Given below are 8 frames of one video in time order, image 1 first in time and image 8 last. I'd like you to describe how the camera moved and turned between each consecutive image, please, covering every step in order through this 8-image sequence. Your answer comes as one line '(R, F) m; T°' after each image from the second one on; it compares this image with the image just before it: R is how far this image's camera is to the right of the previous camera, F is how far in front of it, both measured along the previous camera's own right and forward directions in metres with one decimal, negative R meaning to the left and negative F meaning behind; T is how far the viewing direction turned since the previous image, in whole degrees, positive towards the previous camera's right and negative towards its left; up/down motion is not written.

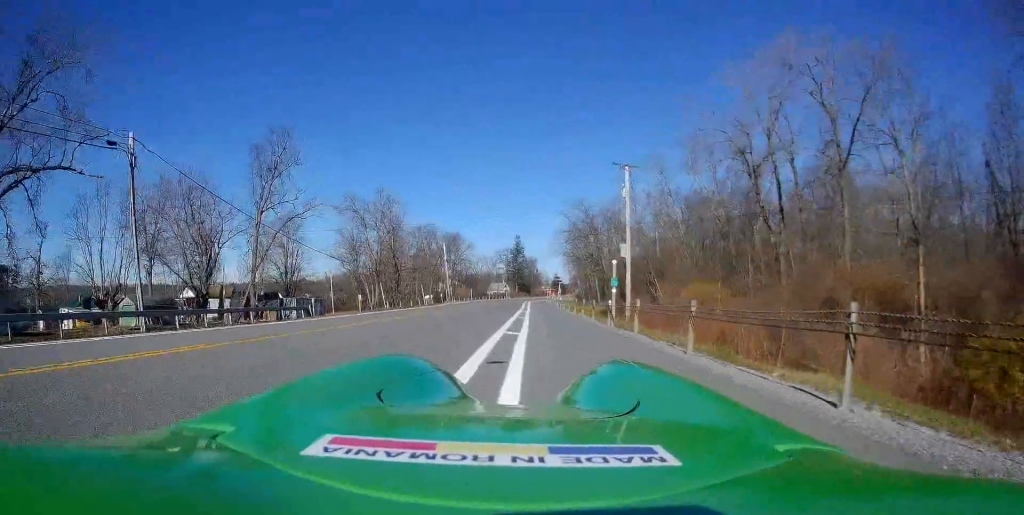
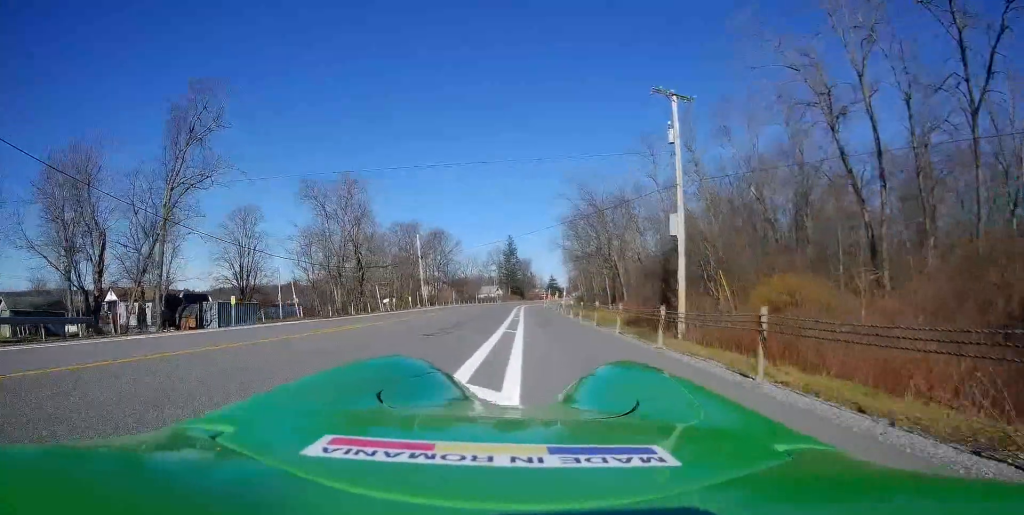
(0.0, +16.4) m; 0°
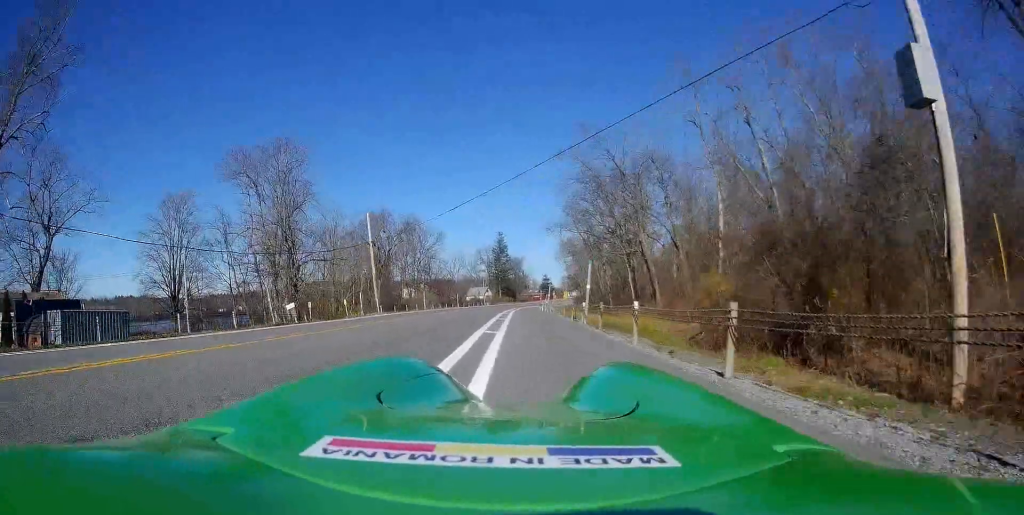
(+0.7, +18.9) m; +2°
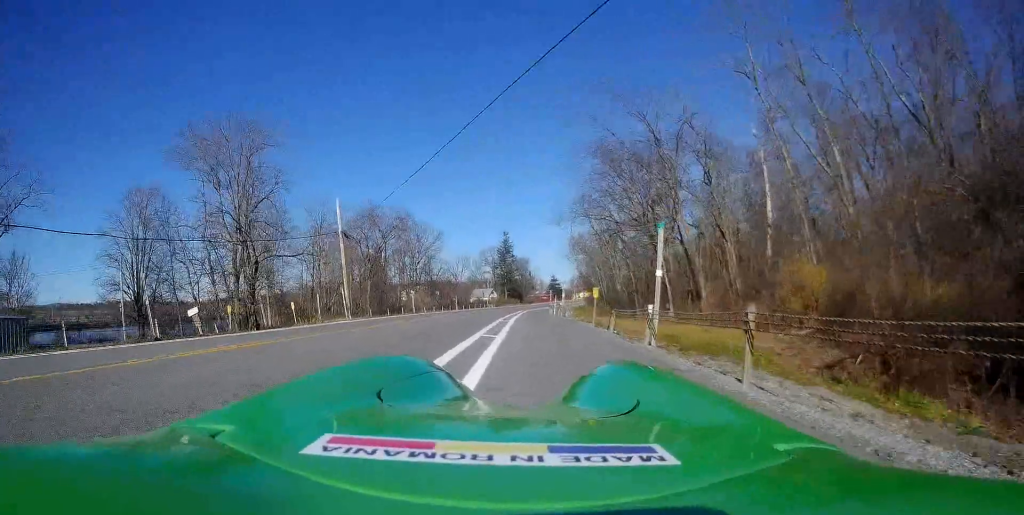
(-0.4, +10.1) m; 0°
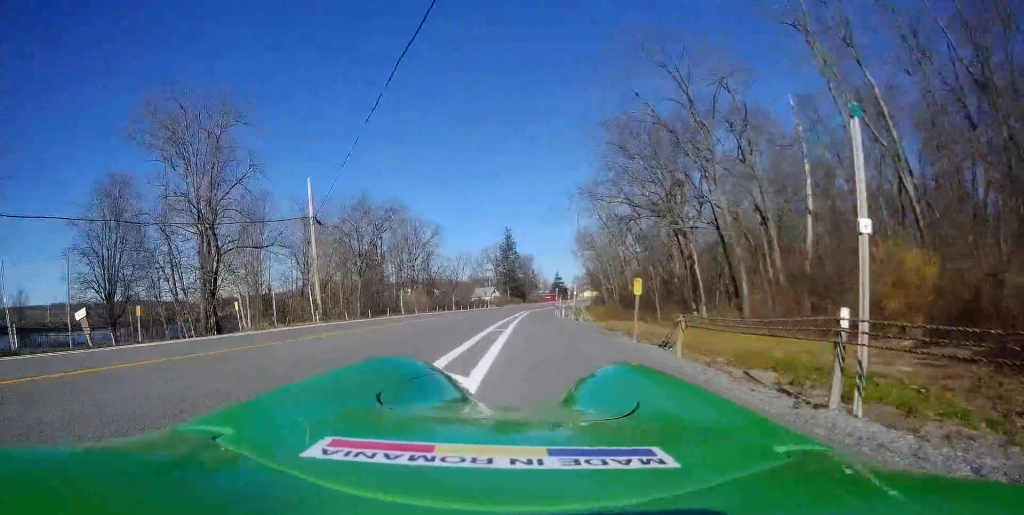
(+0.3, +6.3) m; 0°
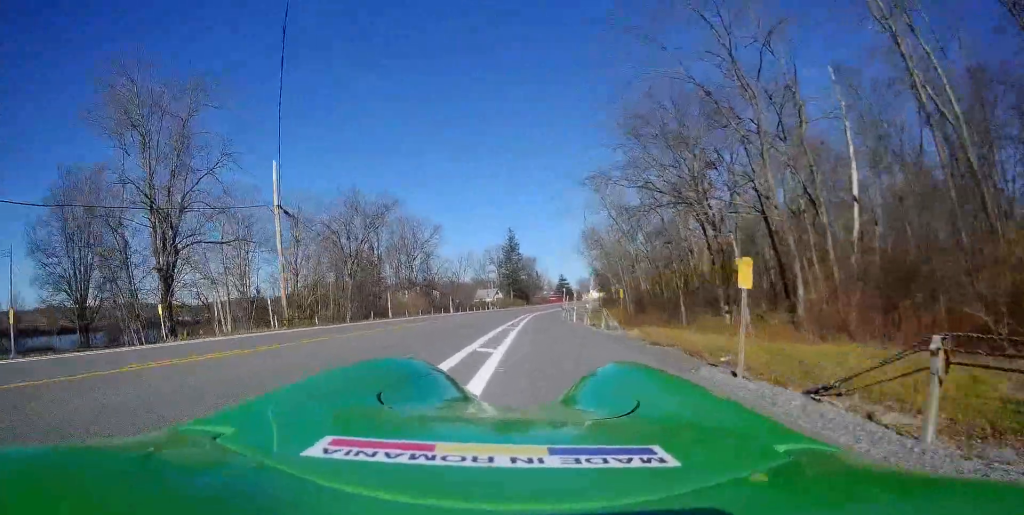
(0.0, +5.9) m; -1°
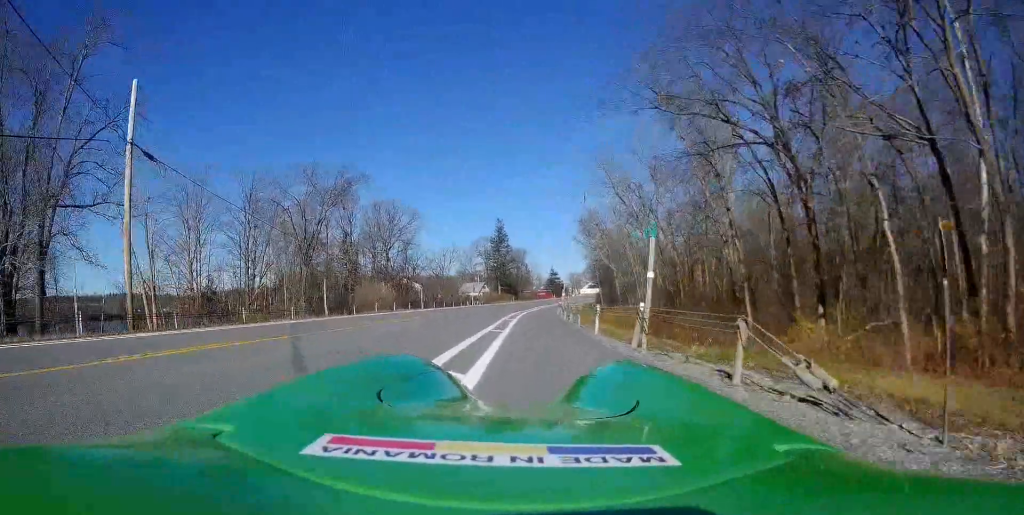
(-0.3, +12.3) m; 0°
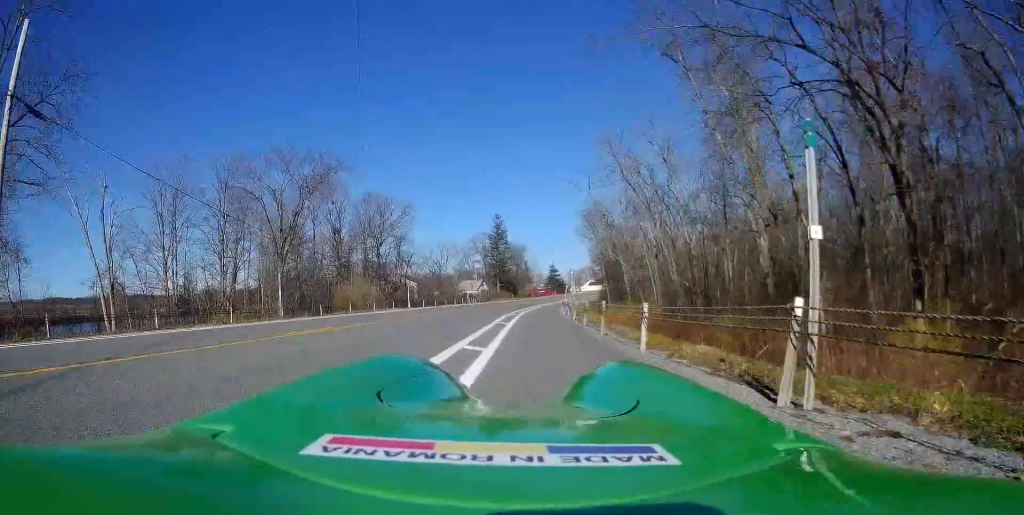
(-0.1, +6.0) m; +1°
